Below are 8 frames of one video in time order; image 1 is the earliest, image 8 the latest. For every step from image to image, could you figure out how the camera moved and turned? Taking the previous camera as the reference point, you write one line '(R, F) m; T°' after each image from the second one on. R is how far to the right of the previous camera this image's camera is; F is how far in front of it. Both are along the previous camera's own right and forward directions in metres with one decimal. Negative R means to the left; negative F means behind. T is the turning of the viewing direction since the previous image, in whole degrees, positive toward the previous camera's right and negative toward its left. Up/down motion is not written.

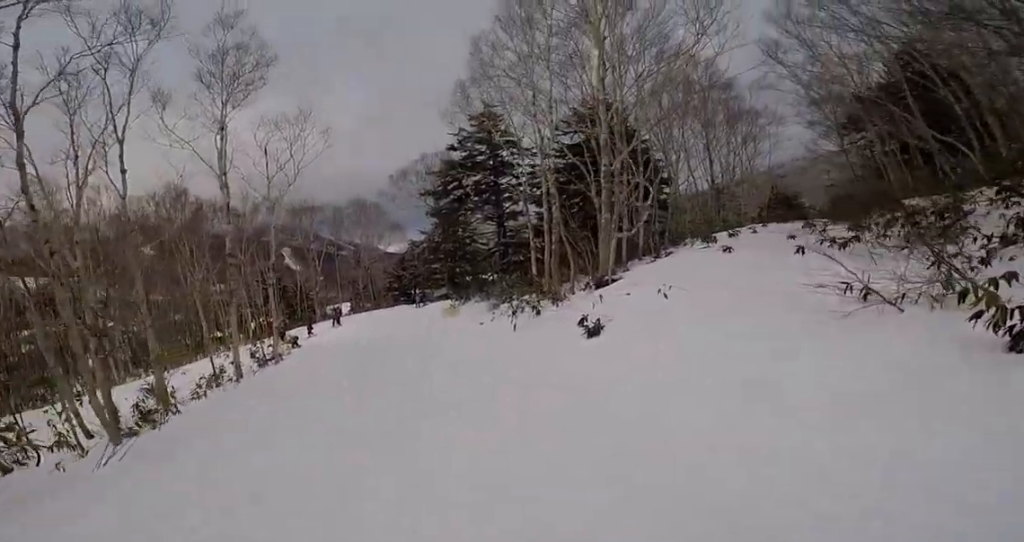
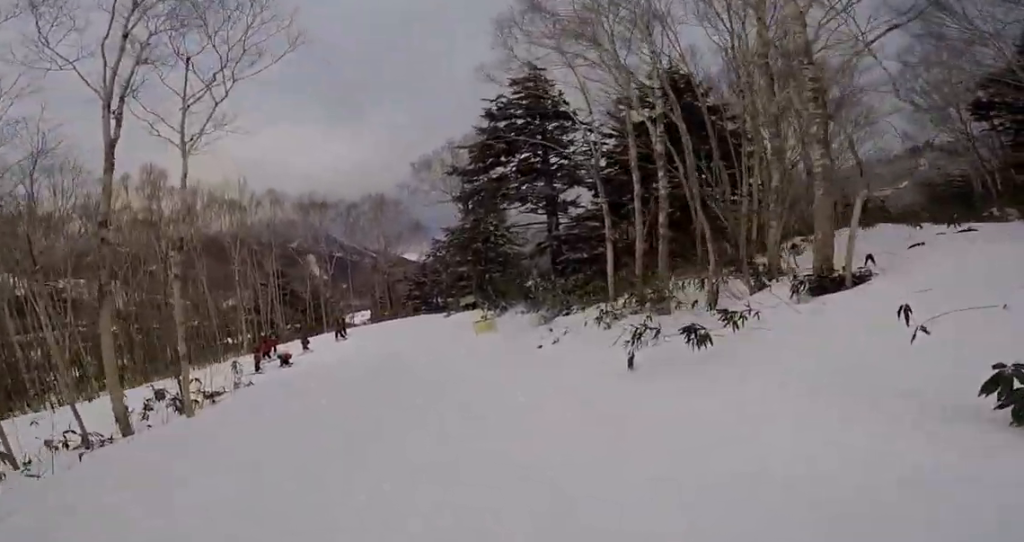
(0.0, +8.0) m; -3°
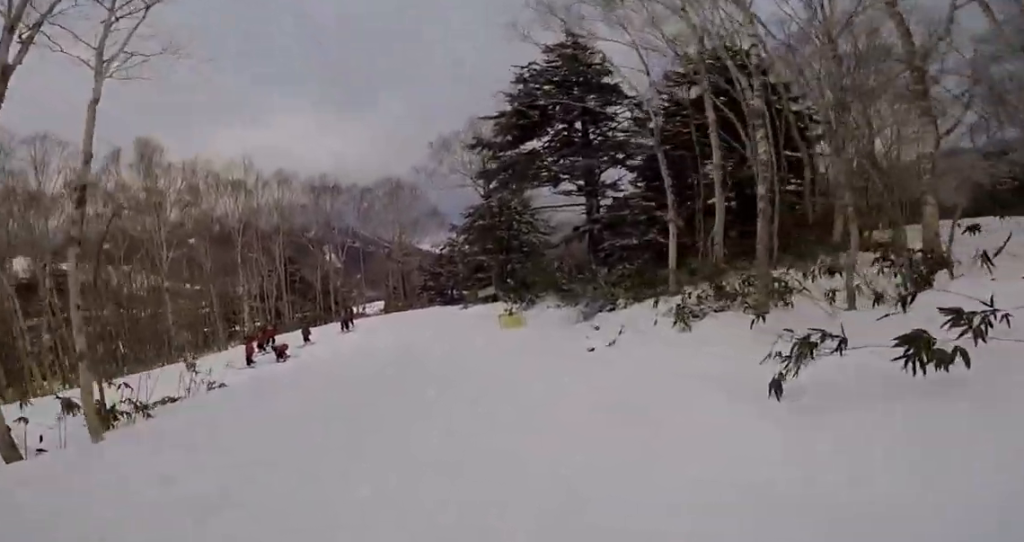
(+0.2, +3.2) m; -5°
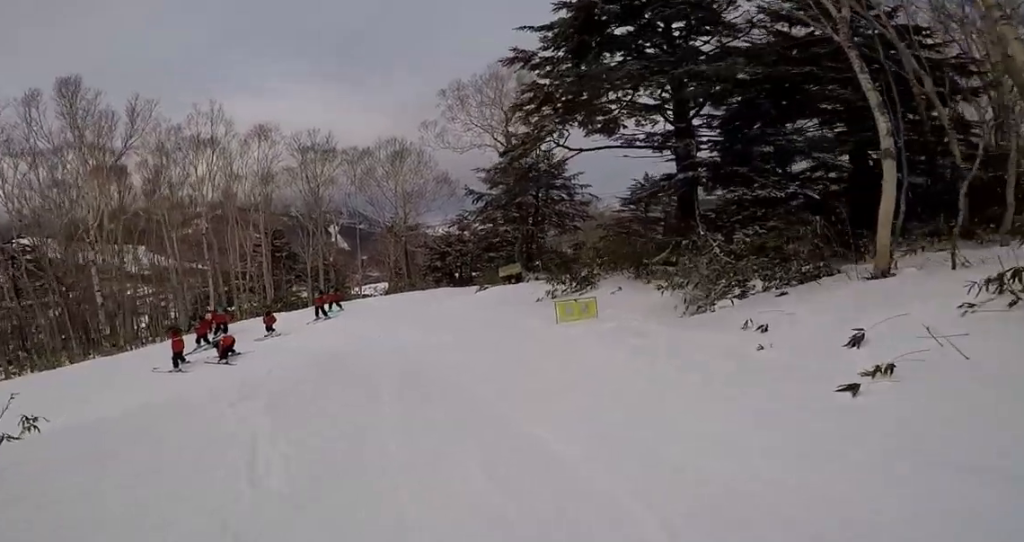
(-0.9, +6.4) m; -2°
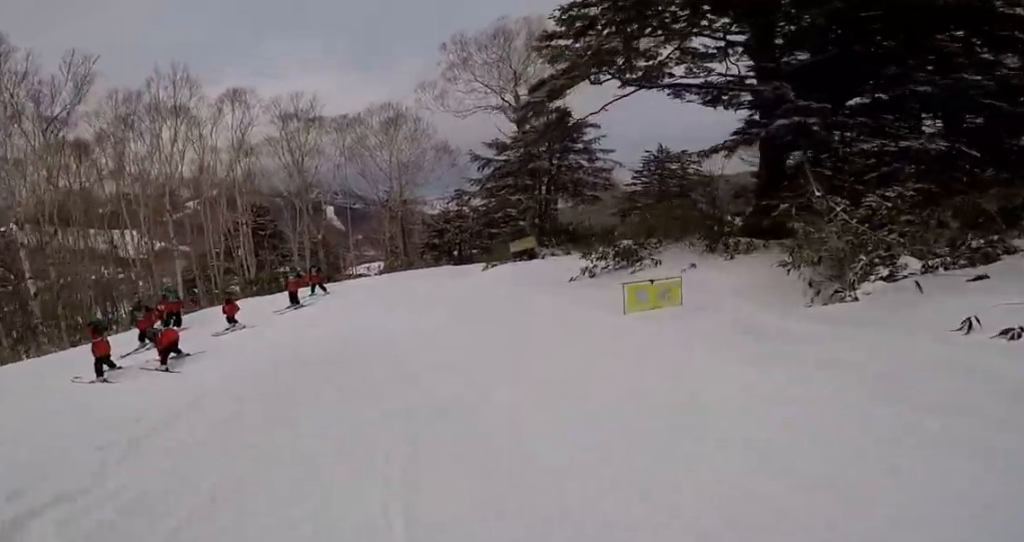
(+0.2, +3.4) m; +3°
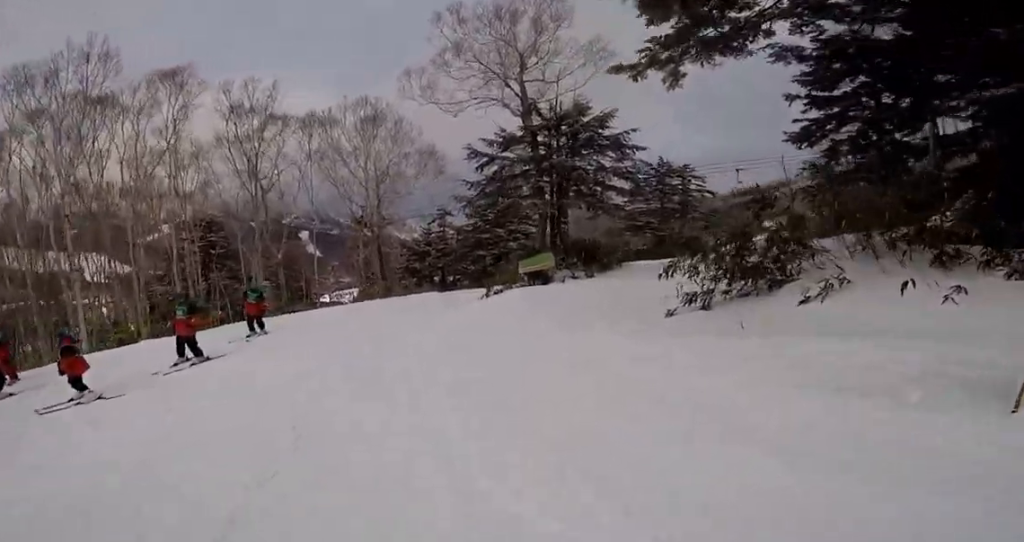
(+0.7, +5.4) m; +7°
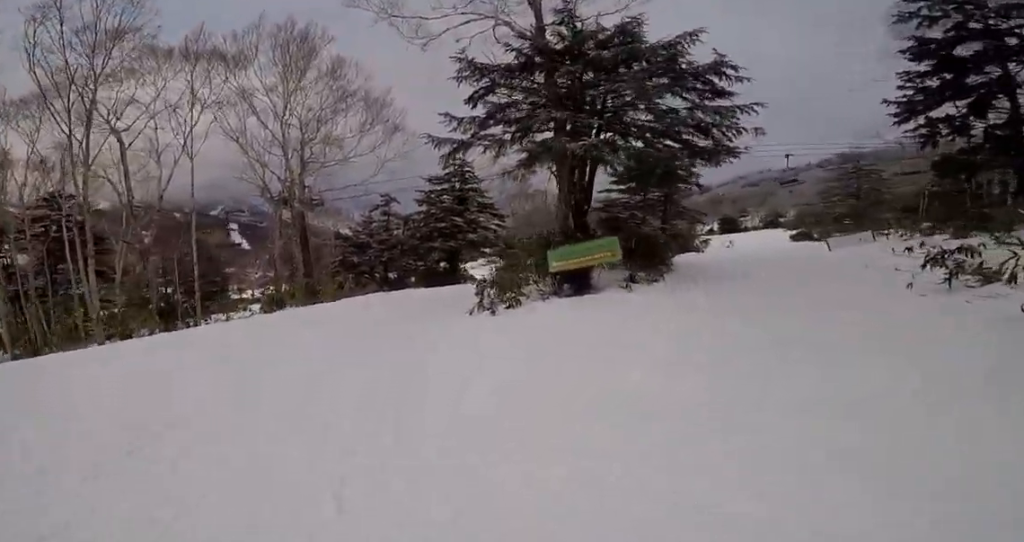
(0.0, +8.0) m; +6°
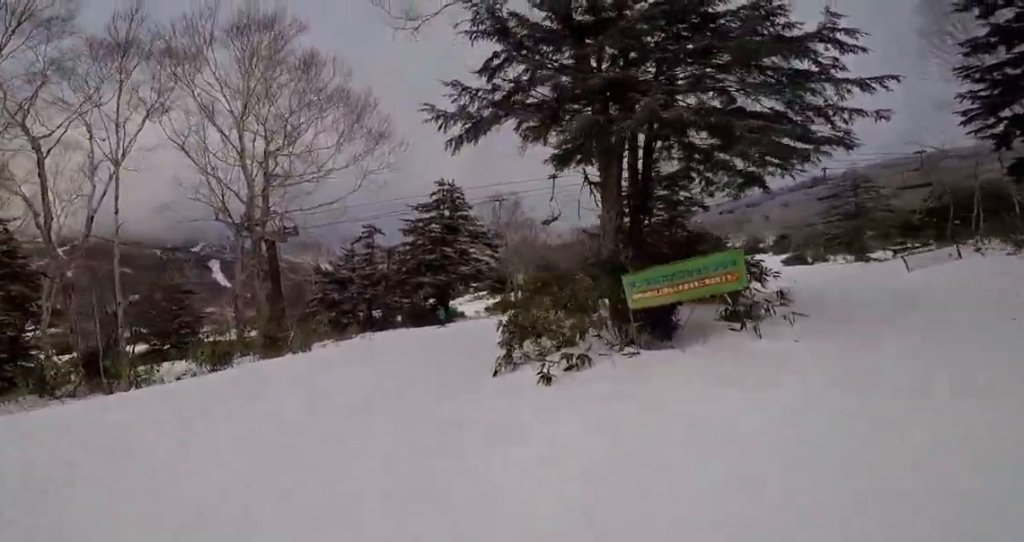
(-0.4, +3.7) m; +10°
